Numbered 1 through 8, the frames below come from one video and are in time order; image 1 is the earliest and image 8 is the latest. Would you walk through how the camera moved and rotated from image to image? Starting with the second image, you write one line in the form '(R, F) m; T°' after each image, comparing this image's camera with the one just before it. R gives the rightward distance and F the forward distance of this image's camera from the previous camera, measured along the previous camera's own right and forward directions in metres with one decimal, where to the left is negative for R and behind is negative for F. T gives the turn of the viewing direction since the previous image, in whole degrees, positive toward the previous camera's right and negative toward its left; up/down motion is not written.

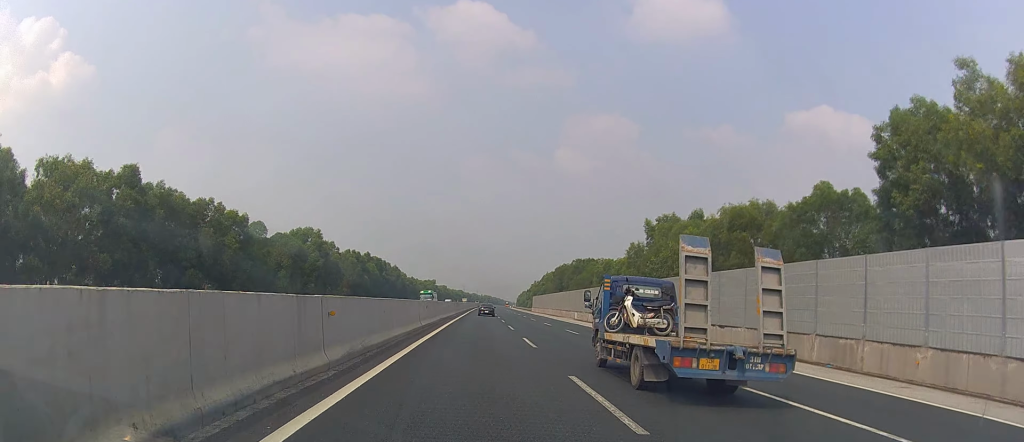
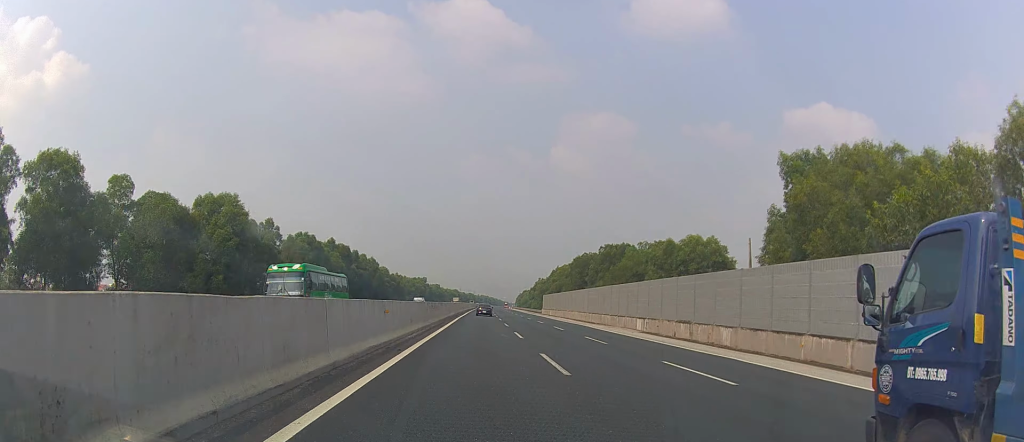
(+0.4, +40.0) m; 0°
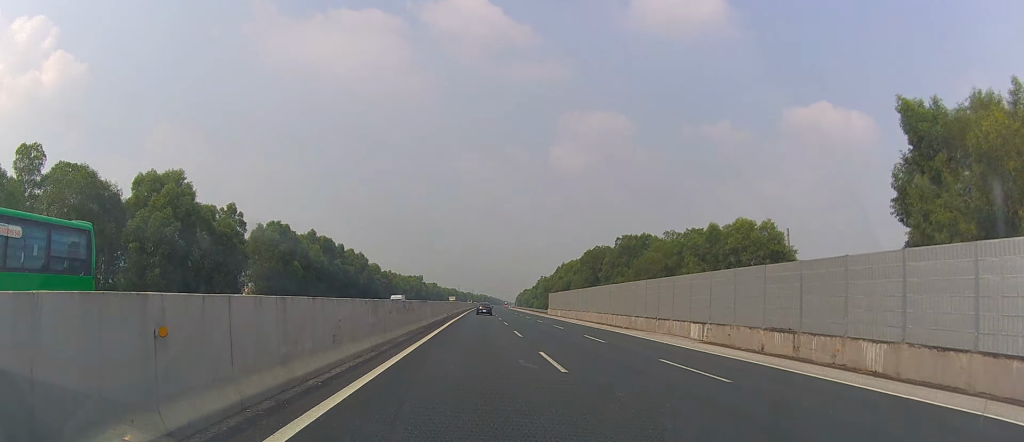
(-0.3, +16.0) m; -1°
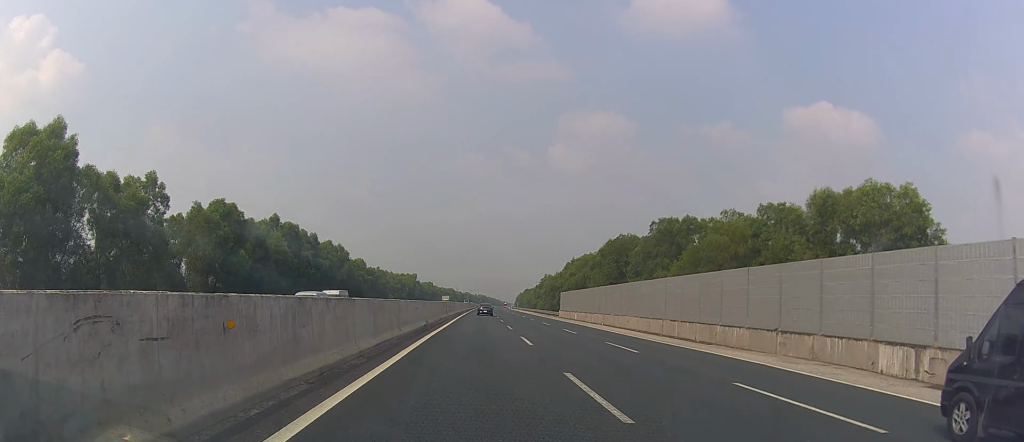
(+0.2, +21.8) m; +1°
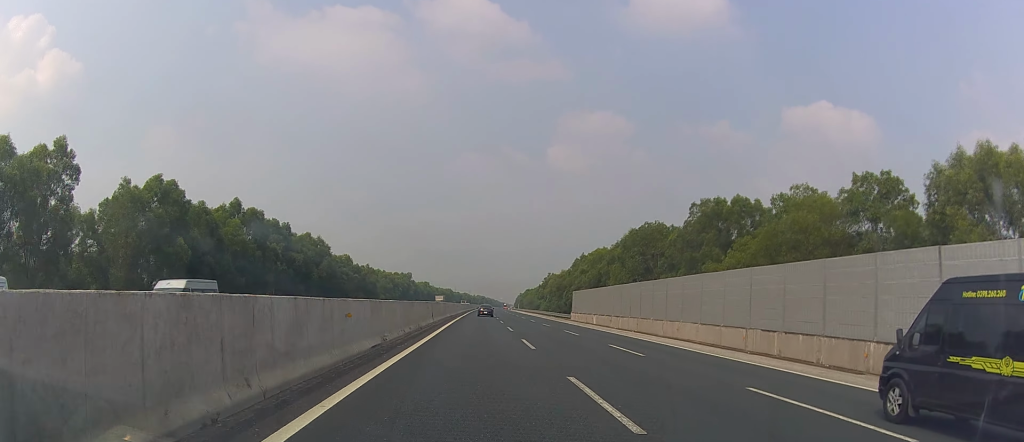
(+0.1, +16.1) m; +1°
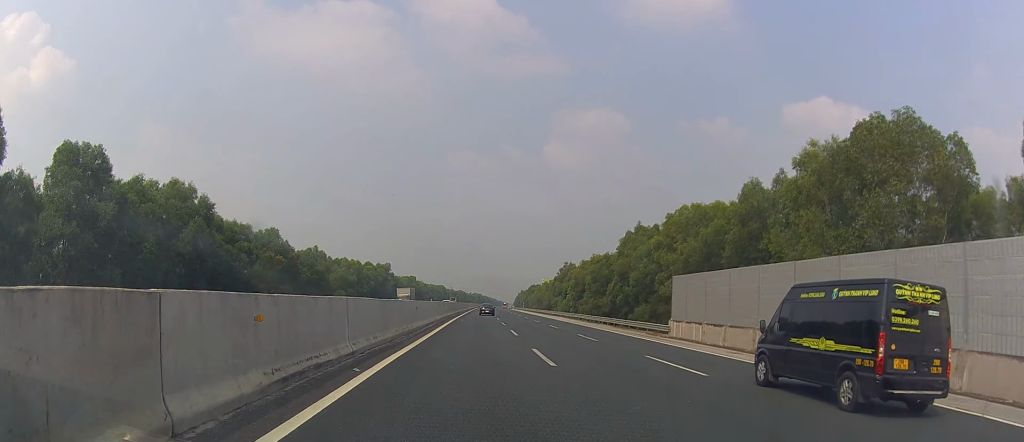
(+1.0, +53.0) m; 0°
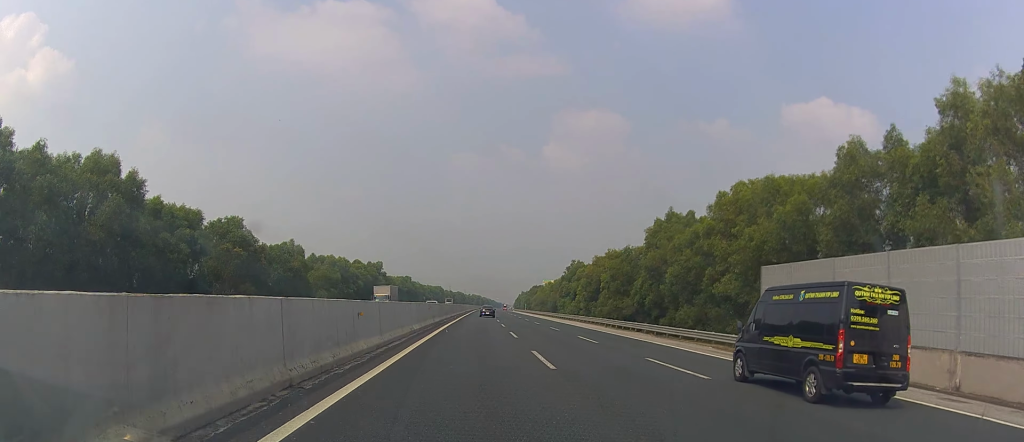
(-0.4, +15.2) m; -1°
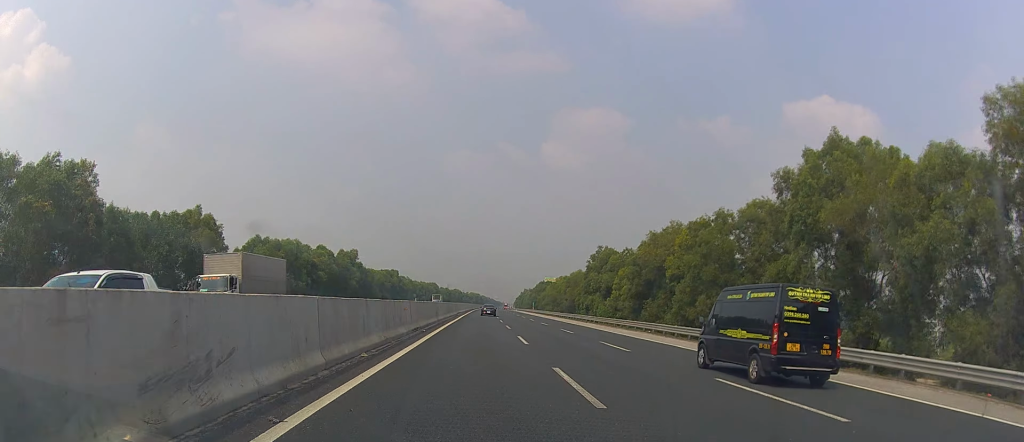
(-0.1, +37.7) m; -1°
